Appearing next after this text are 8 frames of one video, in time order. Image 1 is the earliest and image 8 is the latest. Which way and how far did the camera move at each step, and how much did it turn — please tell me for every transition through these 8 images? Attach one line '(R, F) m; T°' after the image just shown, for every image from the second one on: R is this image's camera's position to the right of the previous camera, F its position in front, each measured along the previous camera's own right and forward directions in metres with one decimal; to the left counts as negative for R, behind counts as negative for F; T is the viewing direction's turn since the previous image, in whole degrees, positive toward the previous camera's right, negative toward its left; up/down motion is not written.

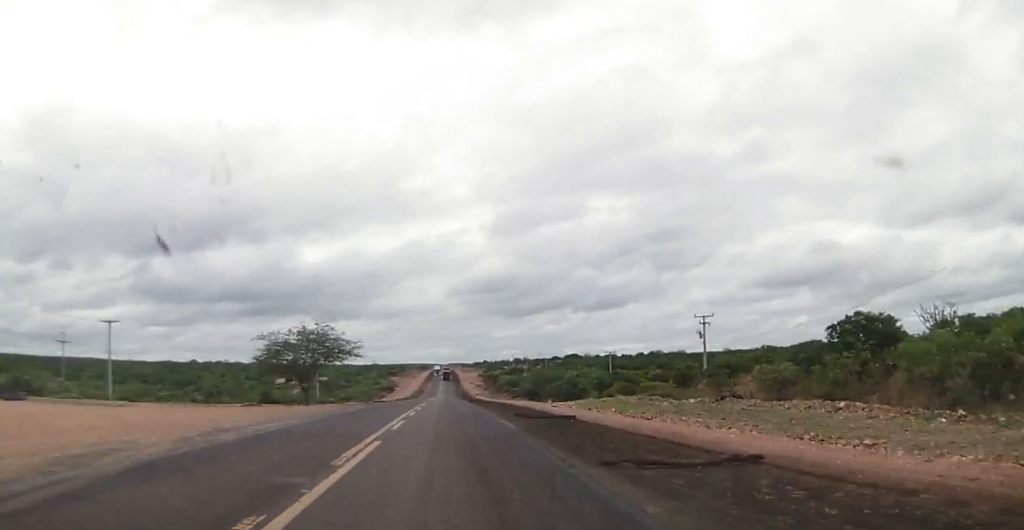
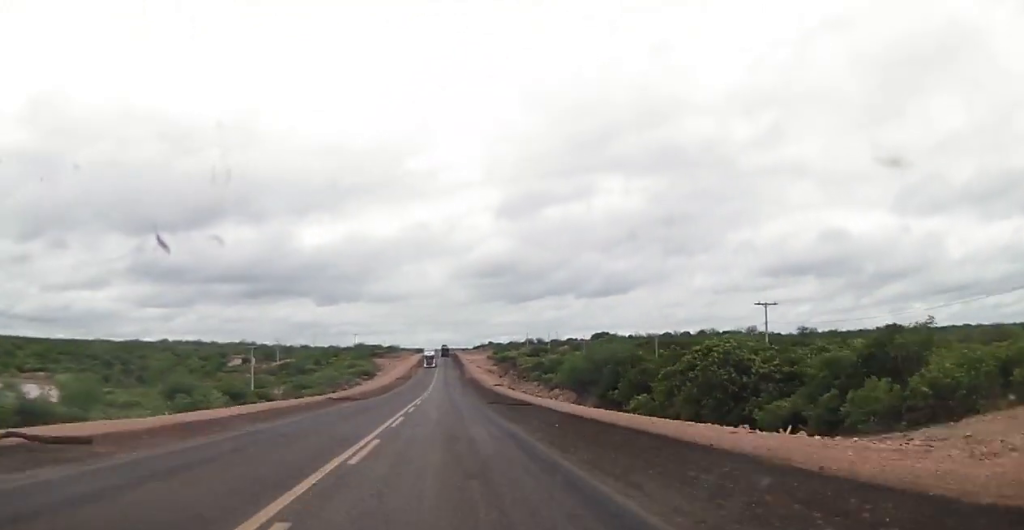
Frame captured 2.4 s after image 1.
(+0.2, +66.6) m; +1°
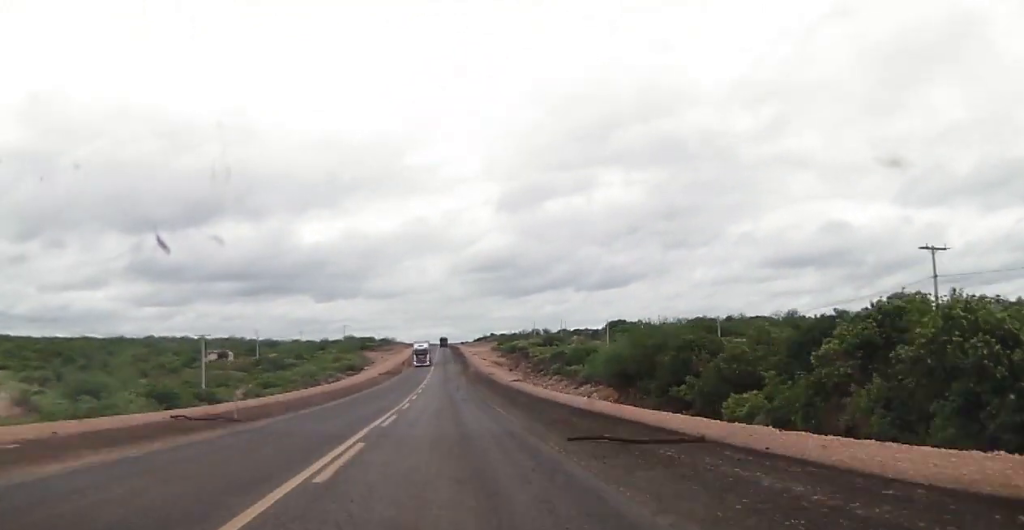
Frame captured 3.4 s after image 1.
(0.0, +26.7) m; 0°
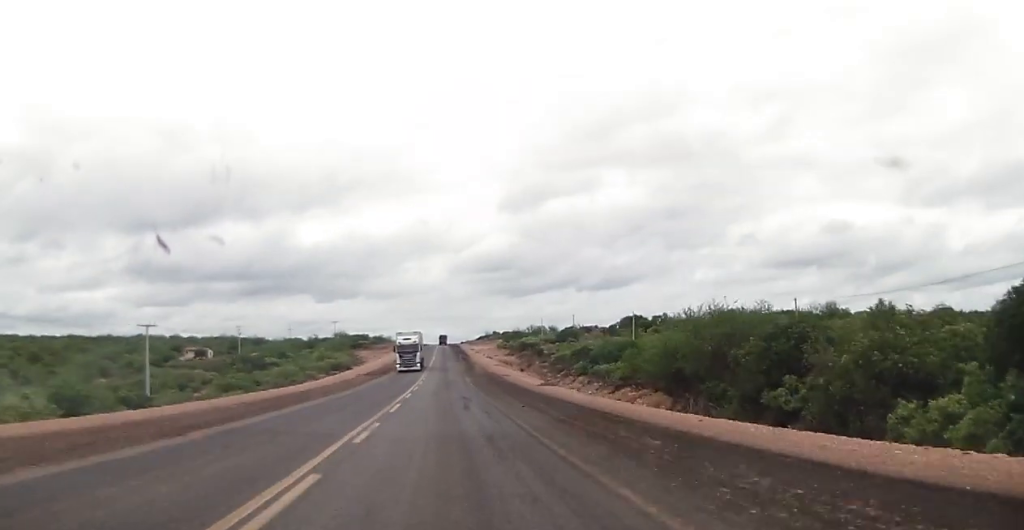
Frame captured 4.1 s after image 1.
(+0.1, +20.4) m; 0°
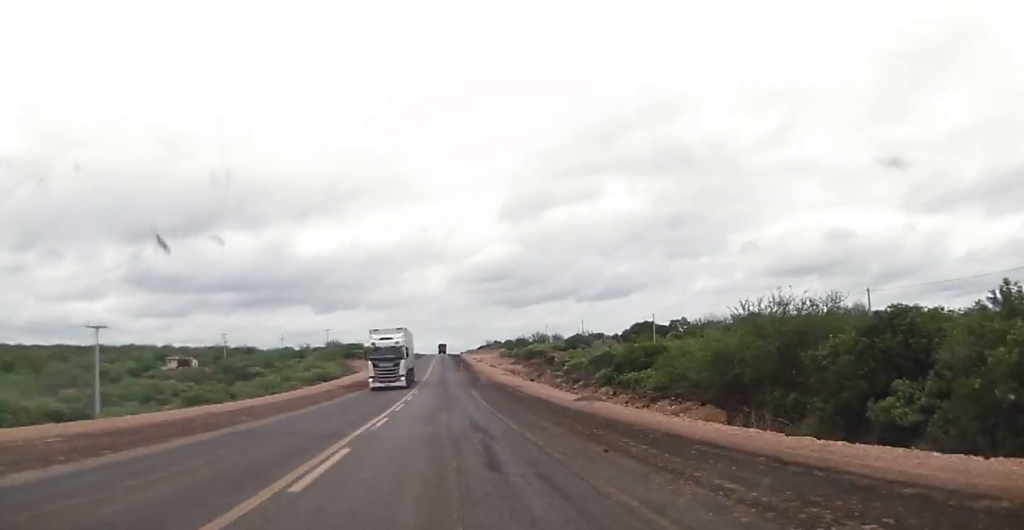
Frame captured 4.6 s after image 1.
(-0.1, +13.1) m; 0°
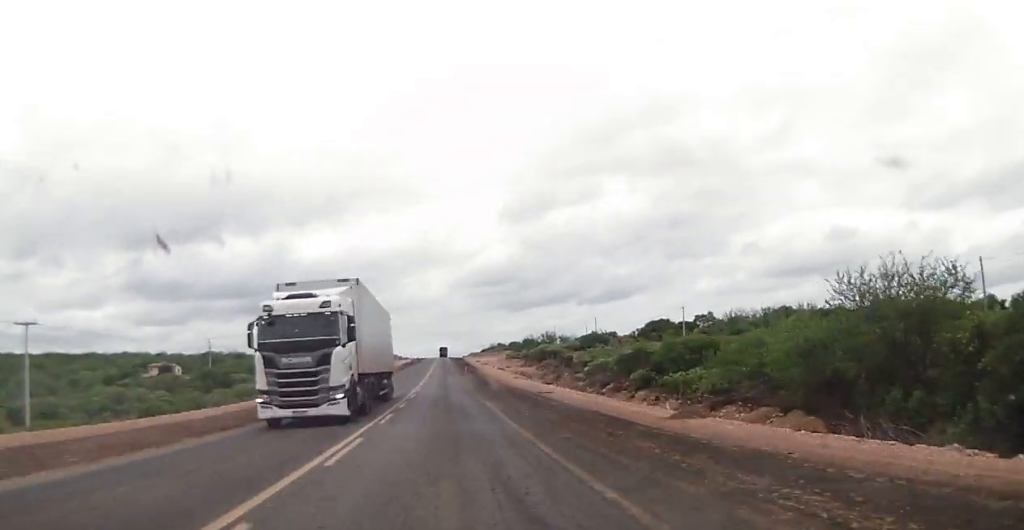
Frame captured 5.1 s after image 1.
(0.0, +14.1) m; 0°
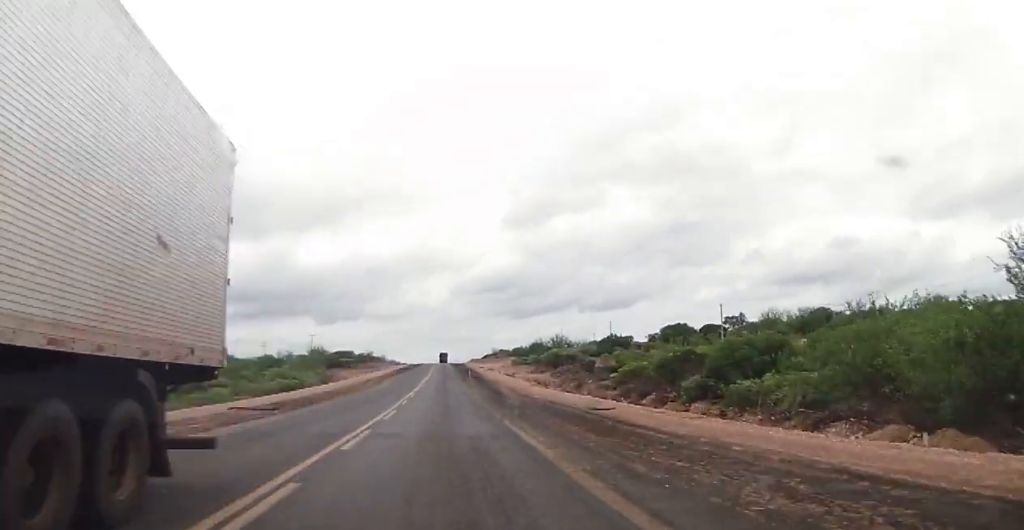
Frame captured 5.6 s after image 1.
(0.0, +14.2) m; 0°
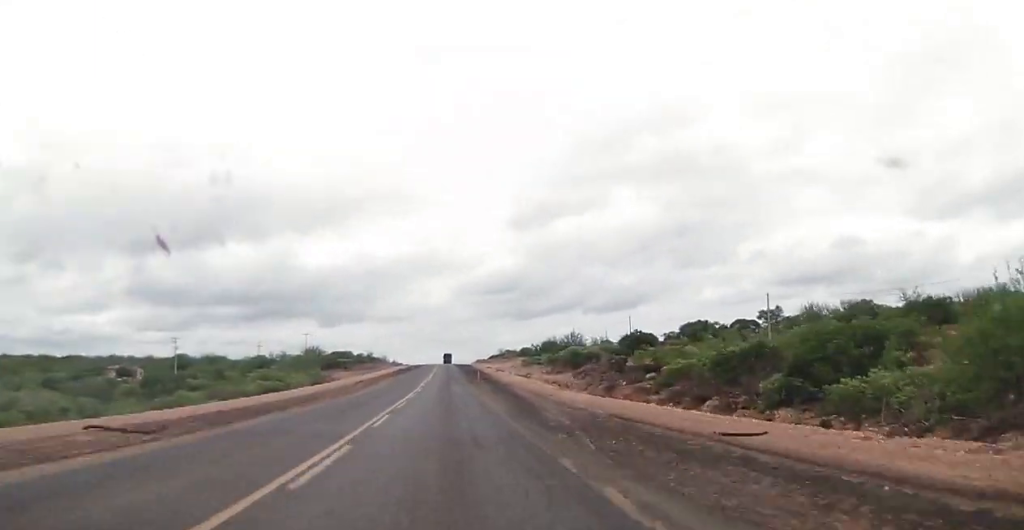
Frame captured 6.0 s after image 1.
(0.0, +12.4) m; 0°
